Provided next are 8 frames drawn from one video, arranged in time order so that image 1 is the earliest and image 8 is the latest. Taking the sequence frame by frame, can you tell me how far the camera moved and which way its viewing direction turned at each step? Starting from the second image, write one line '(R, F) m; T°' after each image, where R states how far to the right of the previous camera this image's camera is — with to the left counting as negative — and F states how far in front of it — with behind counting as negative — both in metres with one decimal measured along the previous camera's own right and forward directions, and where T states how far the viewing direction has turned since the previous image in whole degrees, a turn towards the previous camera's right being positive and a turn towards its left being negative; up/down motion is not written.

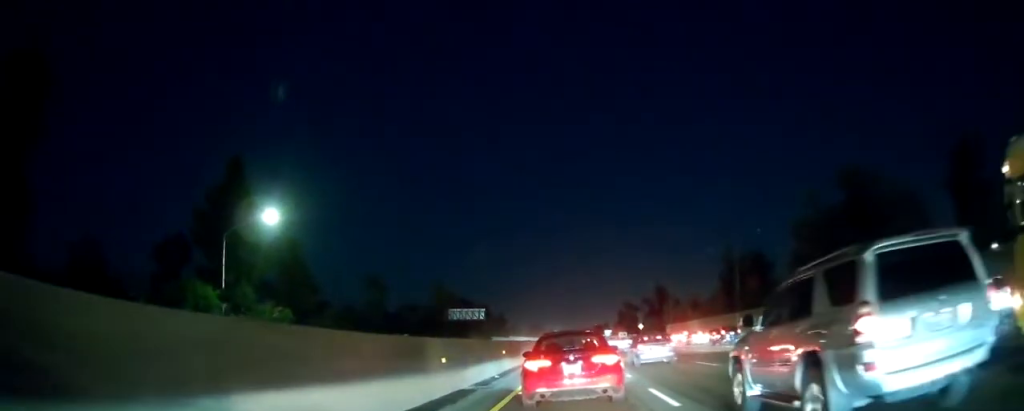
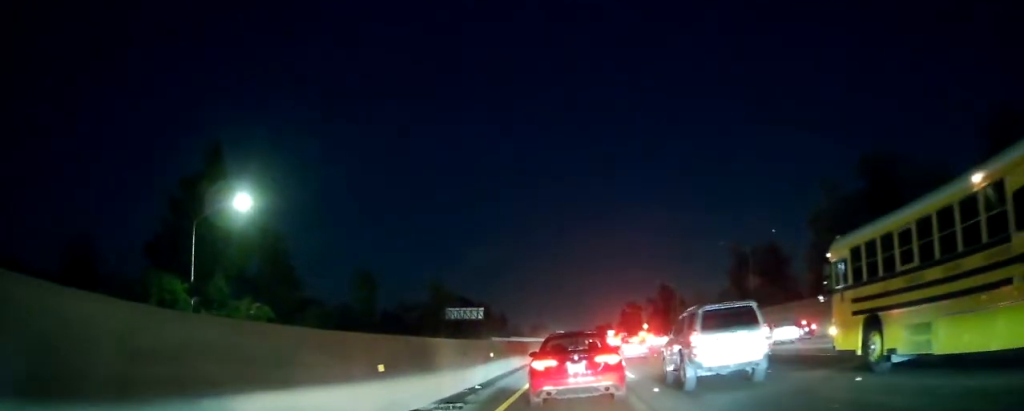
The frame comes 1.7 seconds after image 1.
(0.0, +6.1) m; +4°
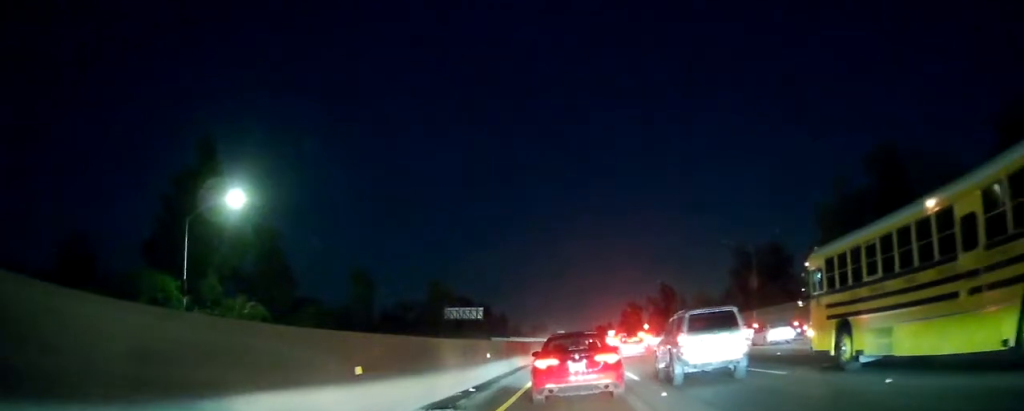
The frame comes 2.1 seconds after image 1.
(+0.1, +1.3) m; 0°
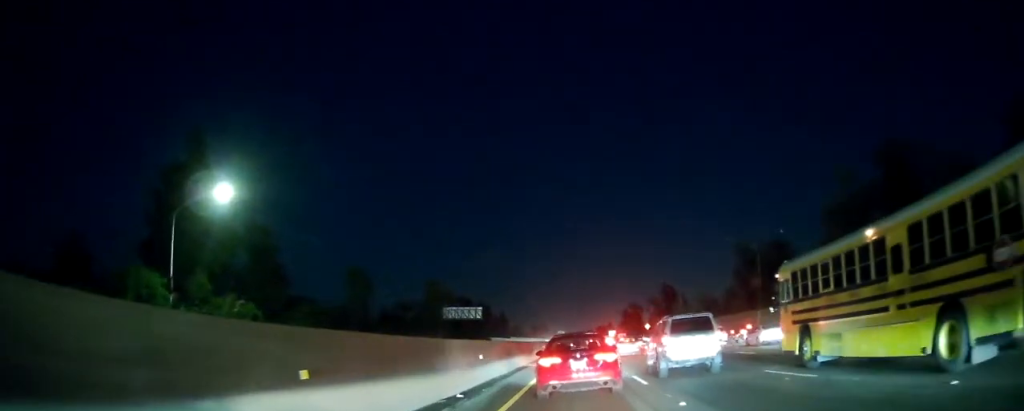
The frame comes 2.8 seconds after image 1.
(0.0, +2.1) m; 0°
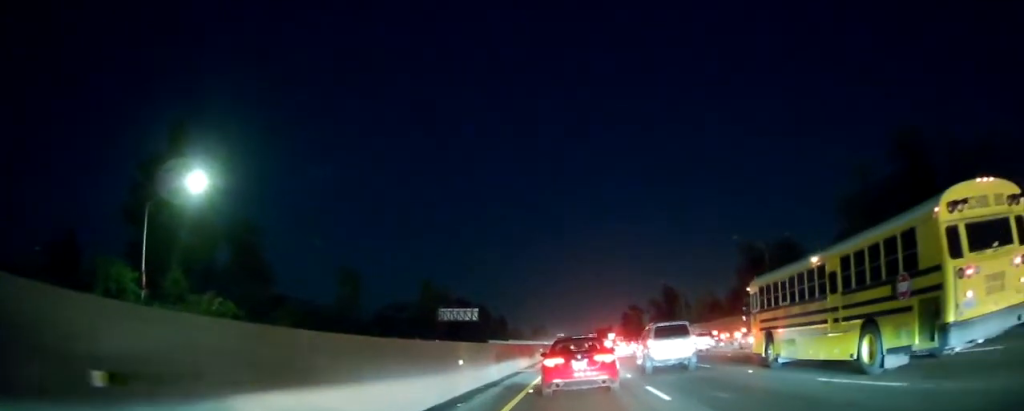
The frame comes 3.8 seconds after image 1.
(-0.1, +3.4) m; -1°
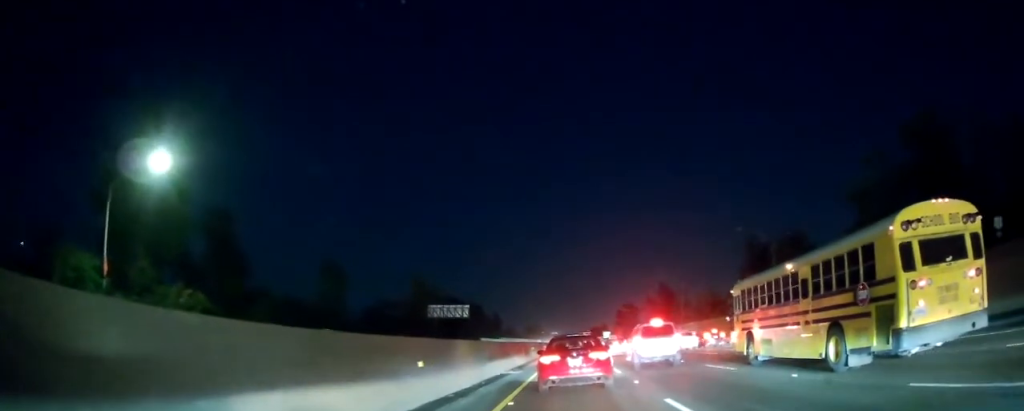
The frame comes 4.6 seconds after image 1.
(+0.1, +3.3) m; +1°
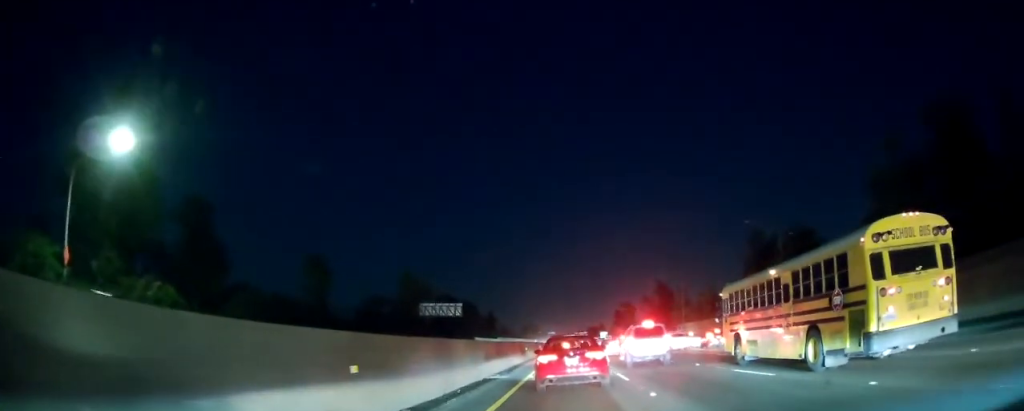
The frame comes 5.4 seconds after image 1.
(0.0, +3.6) m; -1°
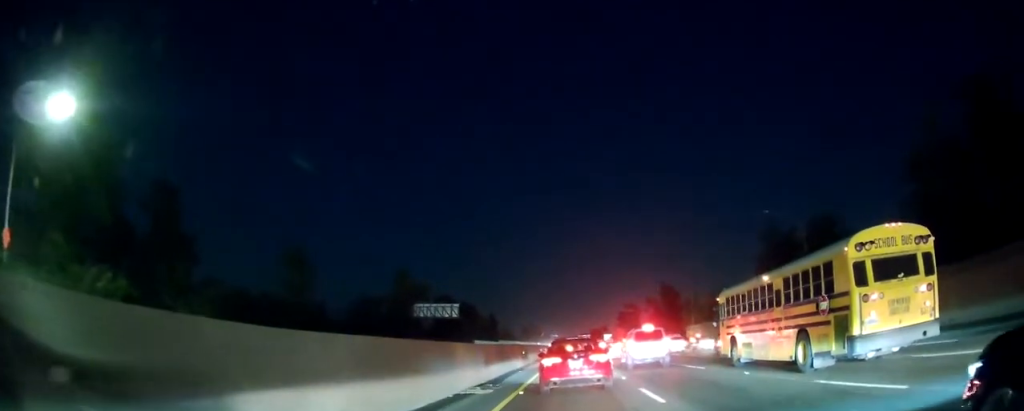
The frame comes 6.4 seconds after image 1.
(-0.1, +5.5) m; -2°
